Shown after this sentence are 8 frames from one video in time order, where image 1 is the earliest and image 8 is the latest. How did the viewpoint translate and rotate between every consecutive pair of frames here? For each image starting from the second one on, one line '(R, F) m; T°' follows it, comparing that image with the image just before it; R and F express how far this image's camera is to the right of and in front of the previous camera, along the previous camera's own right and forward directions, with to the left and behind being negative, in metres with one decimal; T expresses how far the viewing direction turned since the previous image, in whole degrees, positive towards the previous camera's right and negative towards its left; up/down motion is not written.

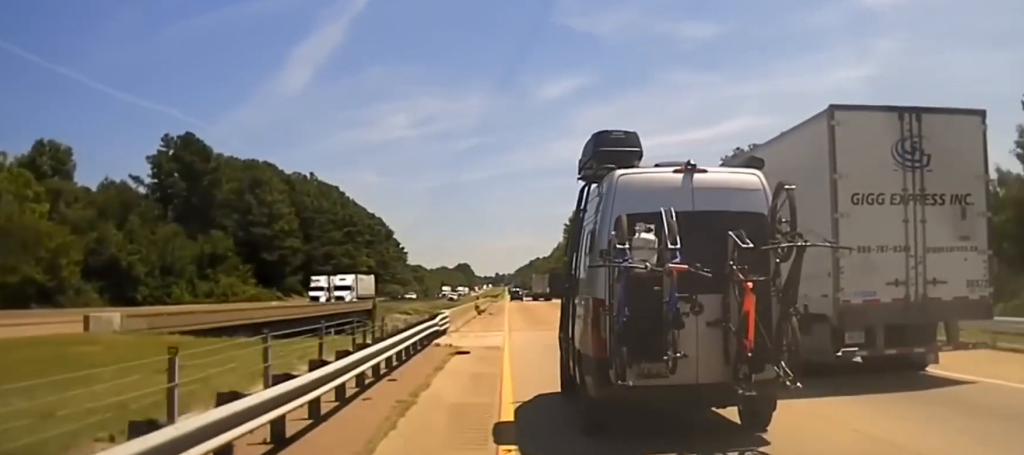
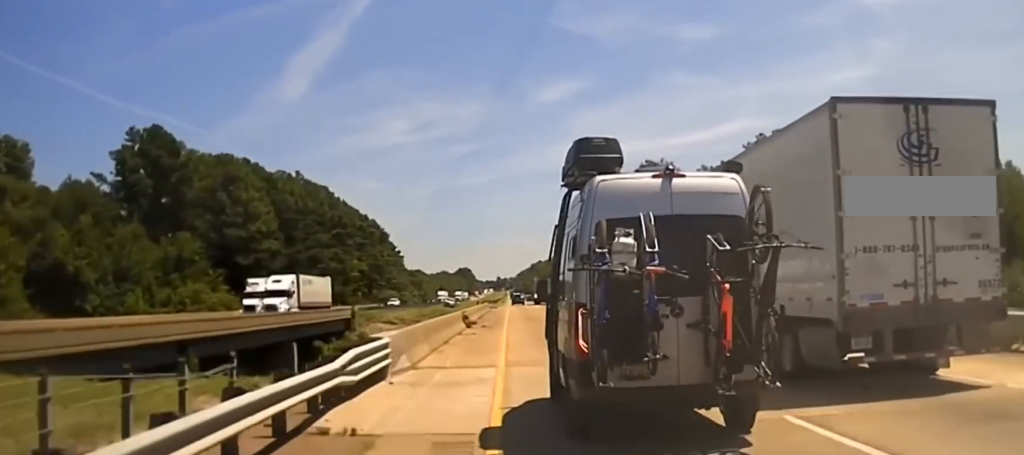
(-0.1, +17.2) m; 0°
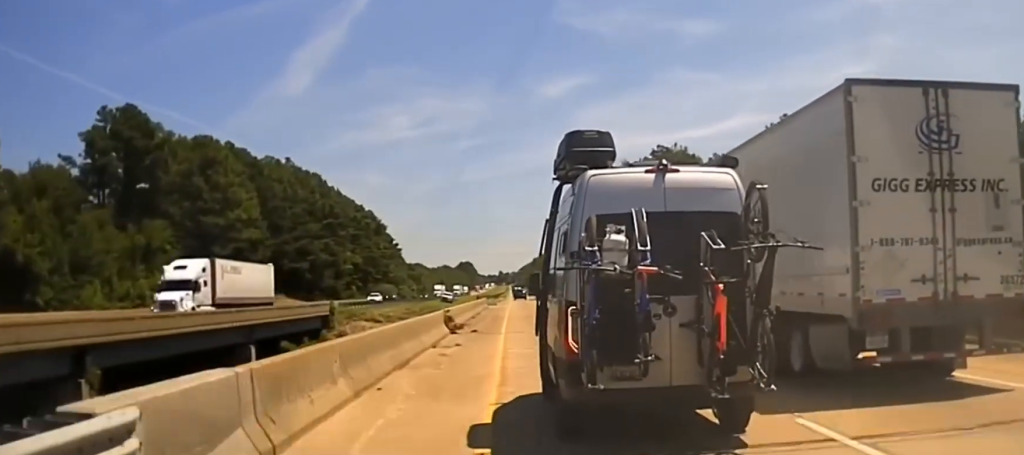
(+0.1, +14.8) m; 0°
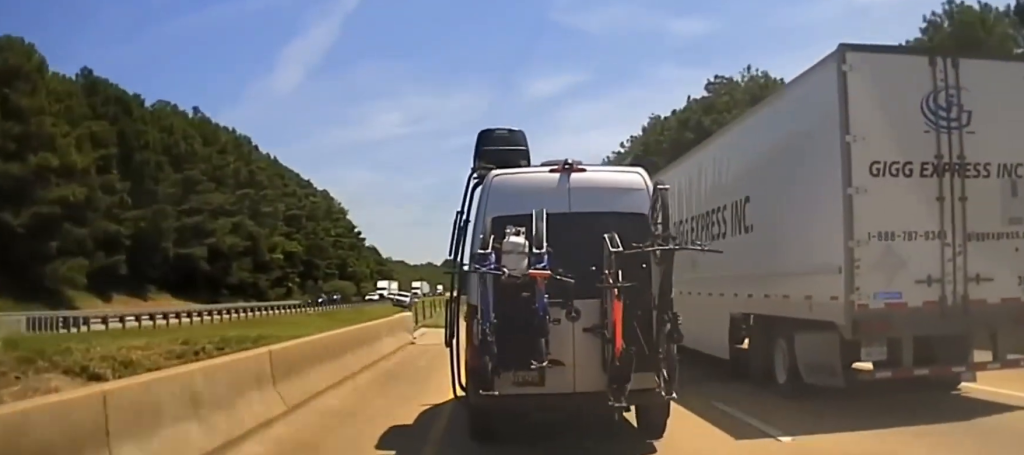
(+0.6, +68.4) m; +1°
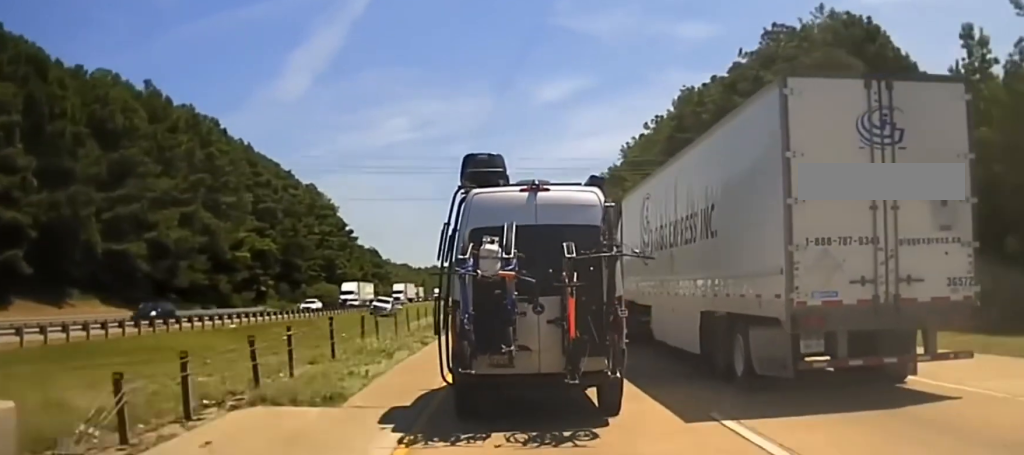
(-0.1, +32.0) m; -1°
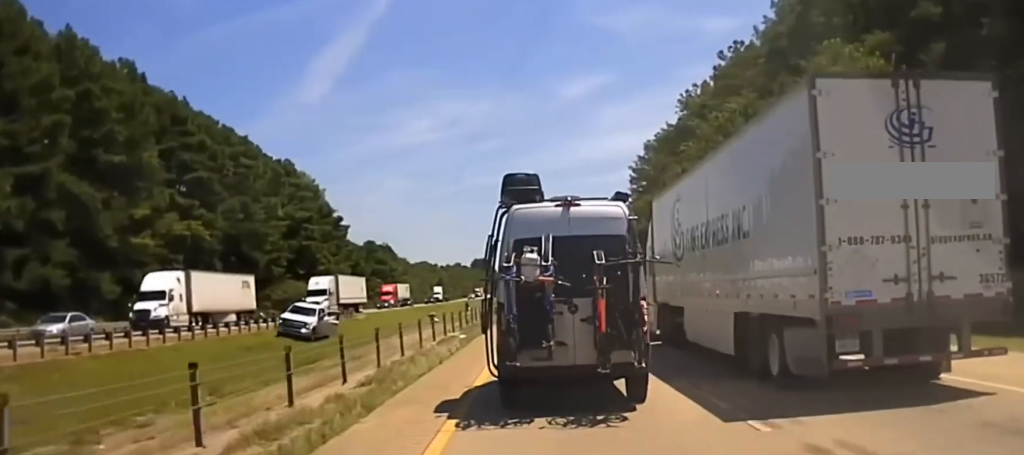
(-0.6, +42.2) m; -1°
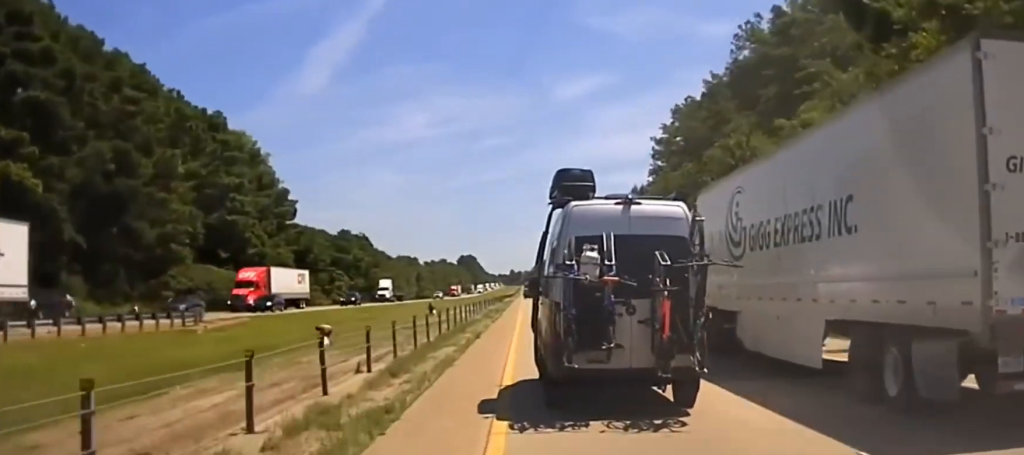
(+0.2, +33.7) m; +1°
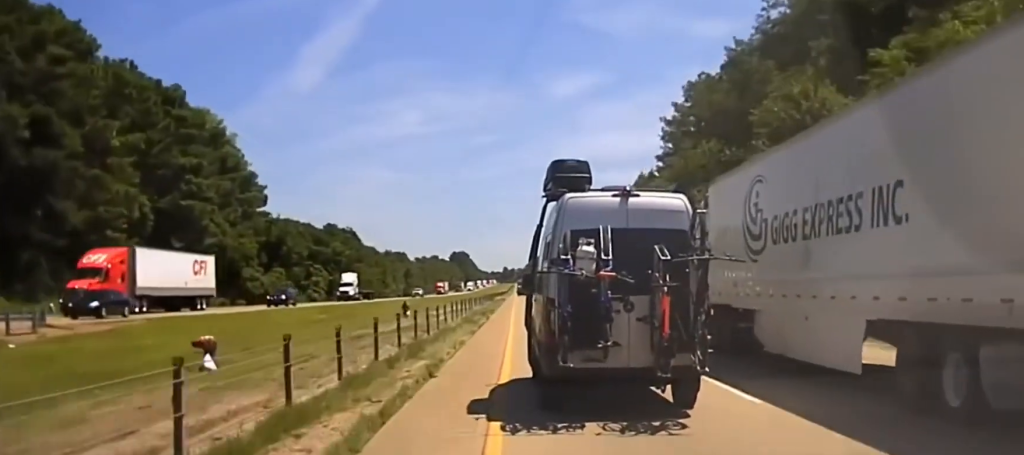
(0.0, +14.2) m; +1°
